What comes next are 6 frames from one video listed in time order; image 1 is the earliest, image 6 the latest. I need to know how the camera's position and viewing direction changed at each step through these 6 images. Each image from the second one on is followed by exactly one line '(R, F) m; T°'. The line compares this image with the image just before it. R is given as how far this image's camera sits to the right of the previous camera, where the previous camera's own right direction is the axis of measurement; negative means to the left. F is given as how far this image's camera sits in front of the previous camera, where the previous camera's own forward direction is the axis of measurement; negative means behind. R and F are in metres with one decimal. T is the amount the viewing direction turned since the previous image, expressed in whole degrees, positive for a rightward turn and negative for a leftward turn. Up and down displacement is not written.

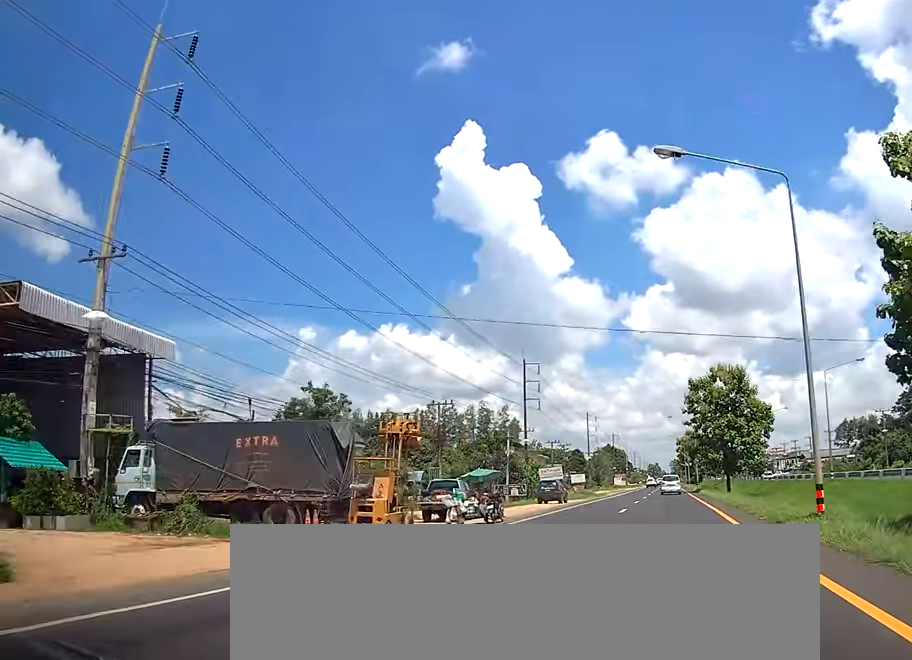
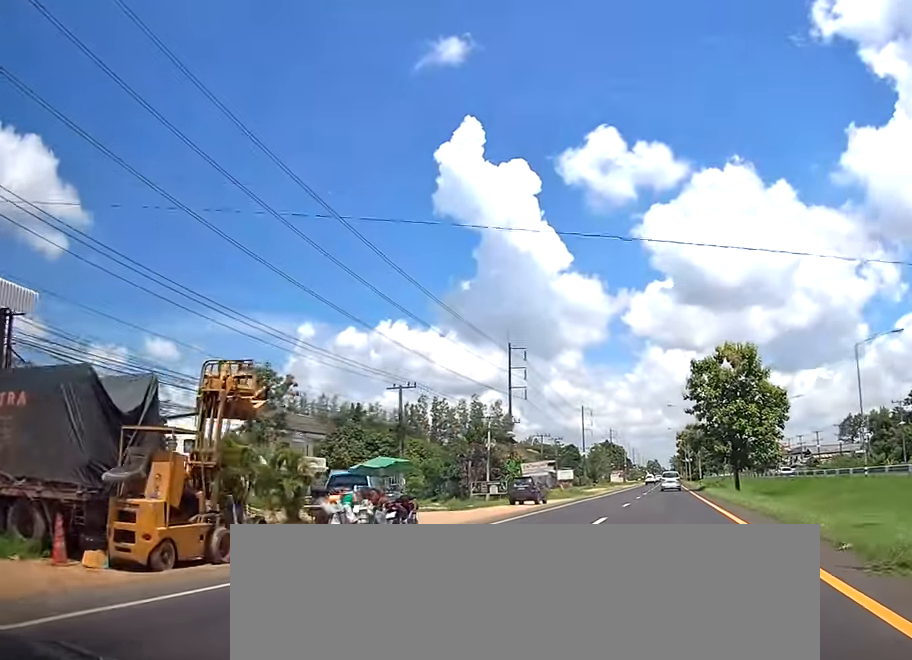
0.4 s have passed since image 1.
(+0.1, +9.3) m; 0°
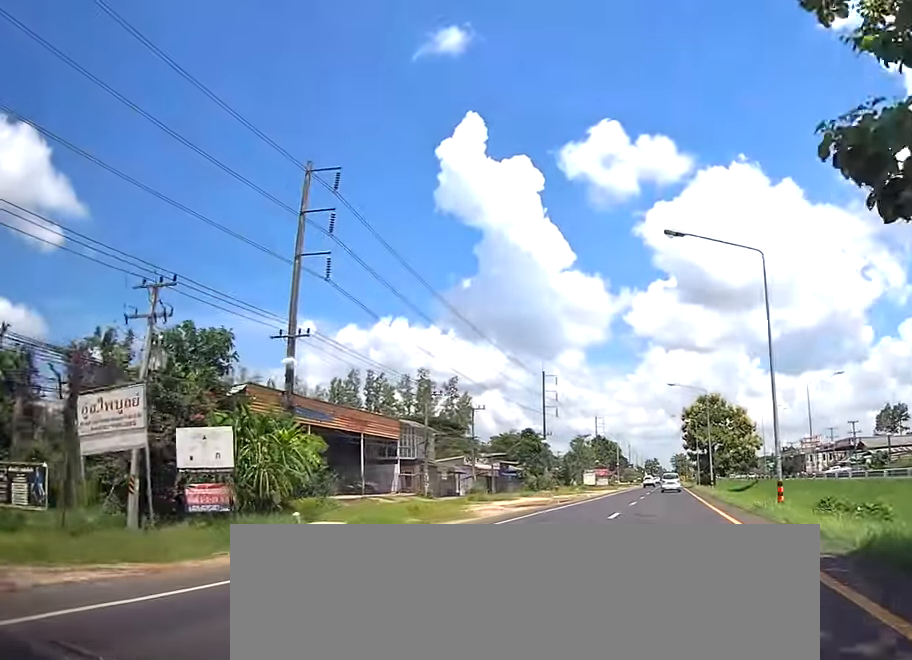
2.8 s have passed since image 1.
(0.0, +54.9) m; -1°
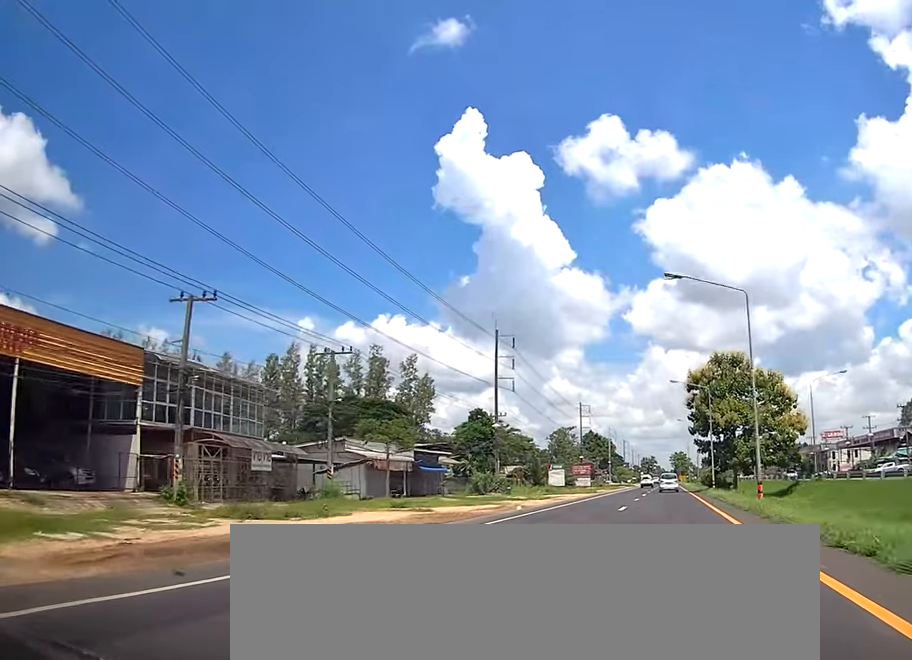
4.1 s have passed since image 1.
(-0.1, +31.4) m; 0°
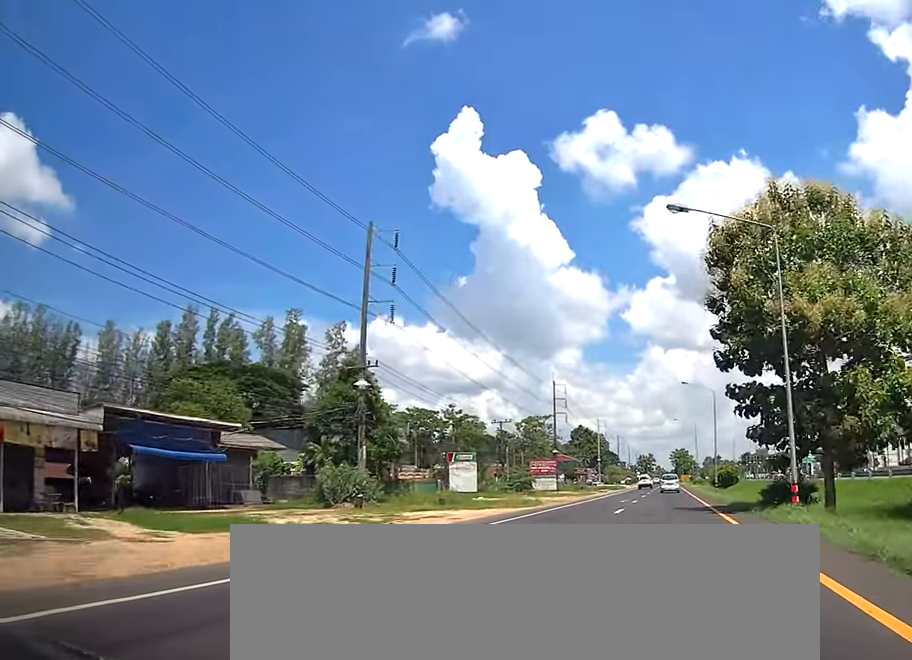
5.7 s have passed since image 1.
(+0.5, +38.1) m; +2°
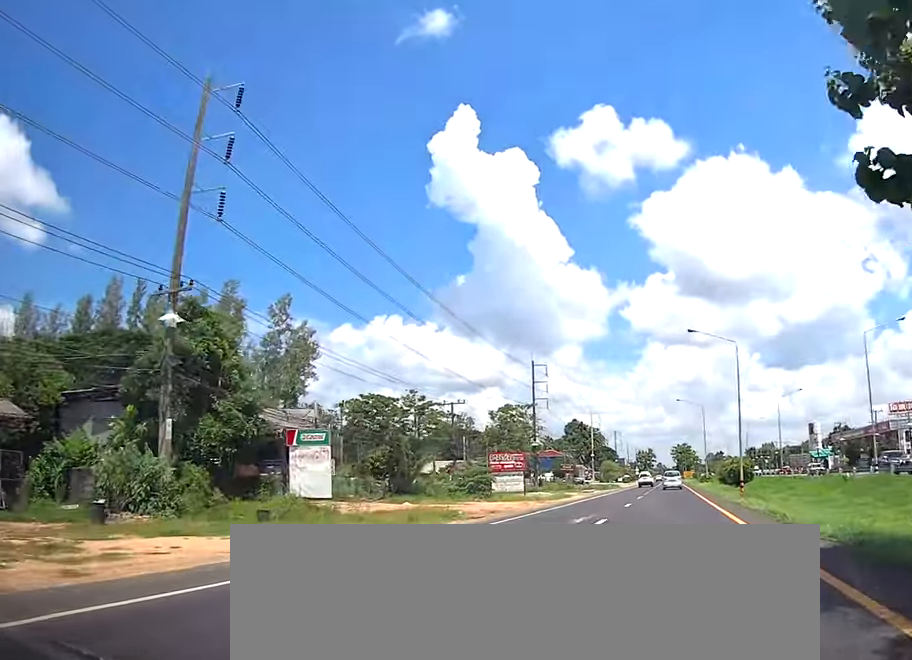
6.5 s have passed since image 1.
(+0.2, +20.3) m; 0°
